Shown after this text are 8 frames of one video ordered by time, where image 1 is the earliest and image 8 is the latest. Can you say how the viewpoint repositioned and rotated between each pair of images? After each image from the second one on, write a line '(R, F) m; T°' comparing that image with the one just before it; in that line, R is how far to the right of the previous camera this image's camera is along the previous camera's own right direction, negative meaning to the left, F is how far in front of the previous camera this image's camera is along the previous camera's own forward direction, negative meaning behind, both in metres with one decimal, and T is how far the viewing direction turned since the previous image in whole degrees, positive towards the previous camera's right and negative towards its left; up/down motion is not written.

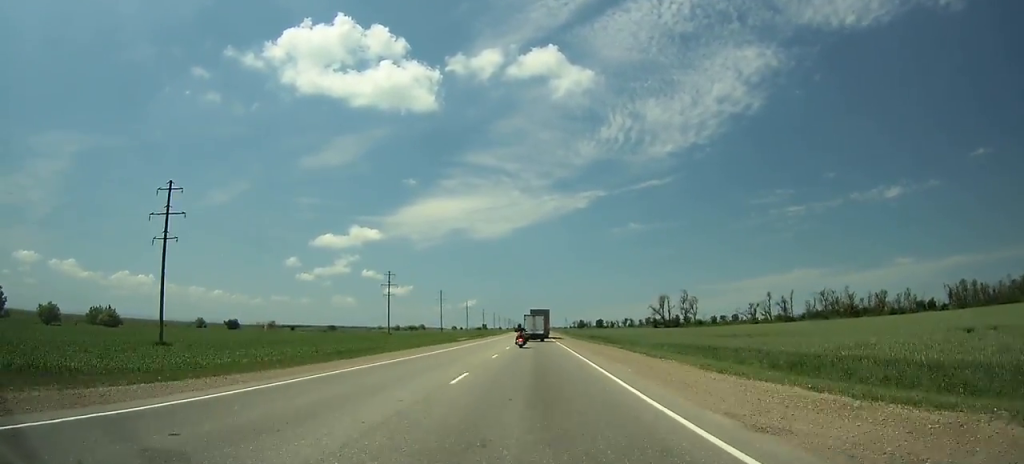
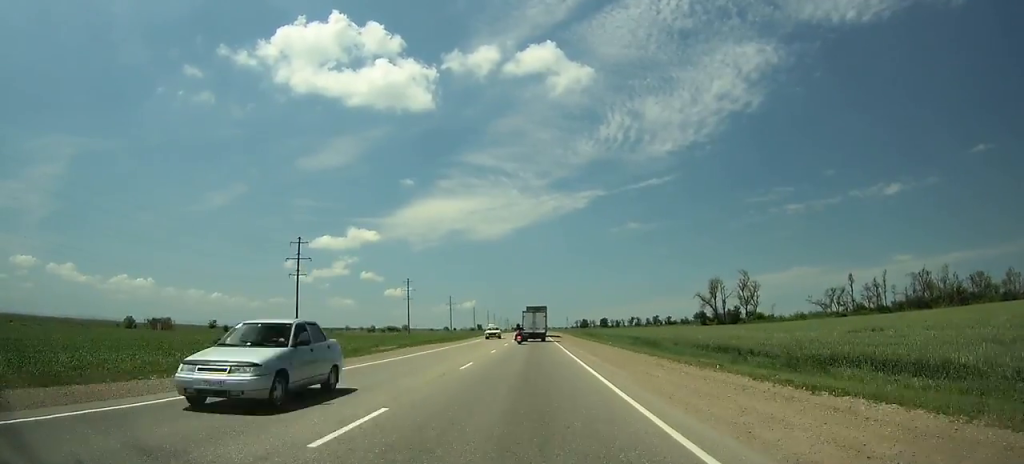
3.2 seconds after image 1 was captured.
(-0.1, +66.5) m; 0°
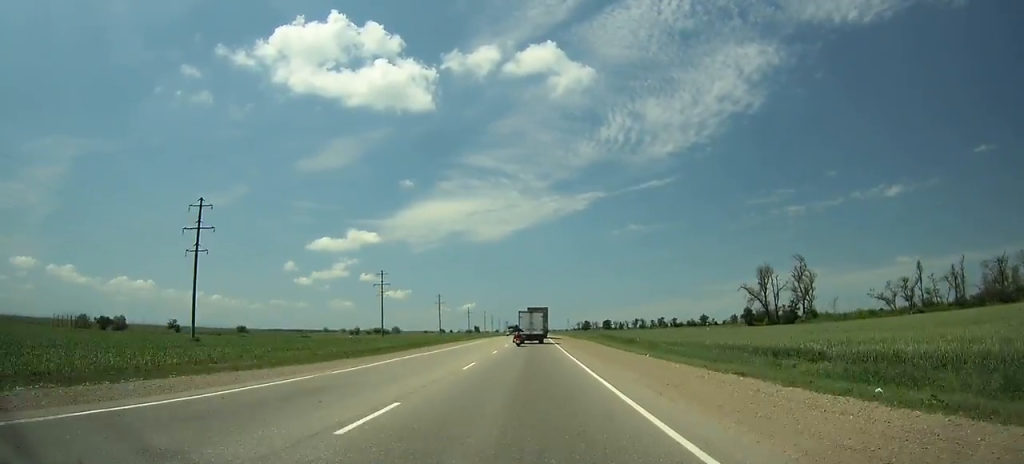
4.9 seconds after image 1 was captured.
(0.0, +35.1) m; 0°
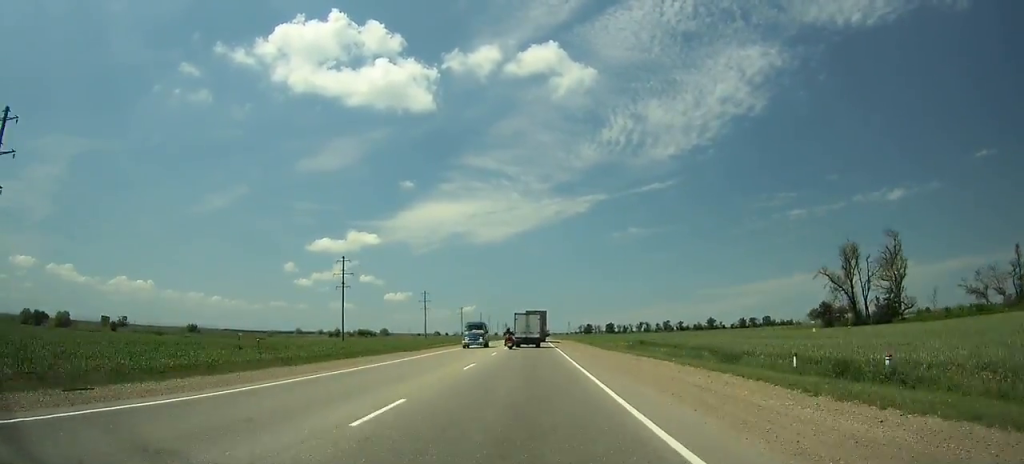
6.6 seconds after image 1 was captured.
(+0.1, +34.8) m; 0°
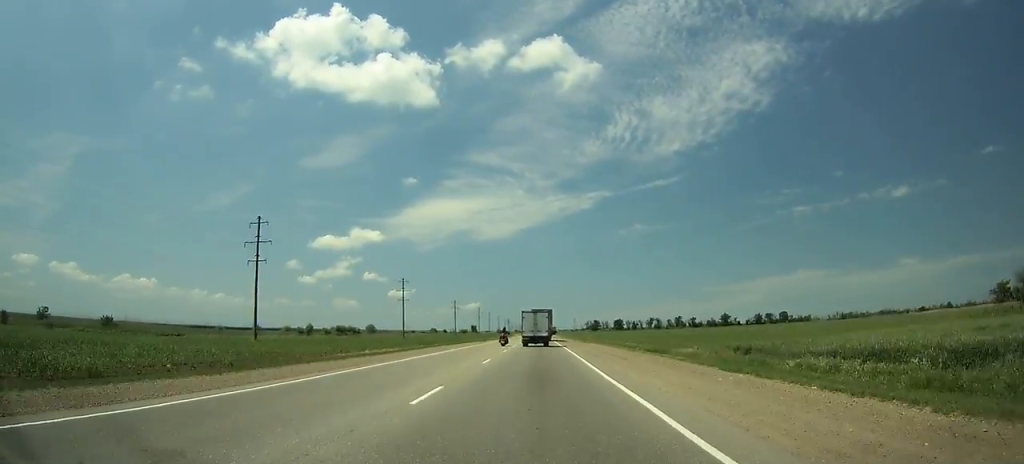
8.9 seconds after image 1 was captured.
(+0.1, +46.8) m; 0°
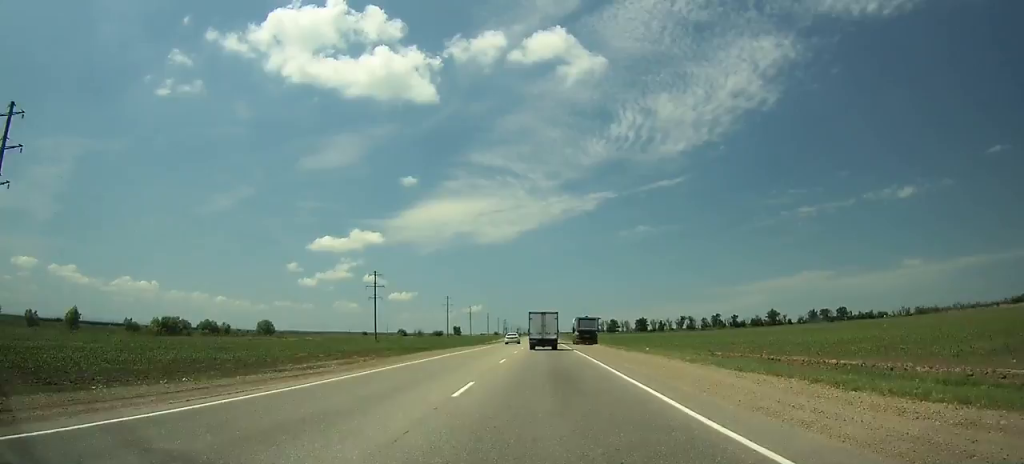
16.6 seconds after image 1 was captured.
(-1.3, +154.7) m; -1°
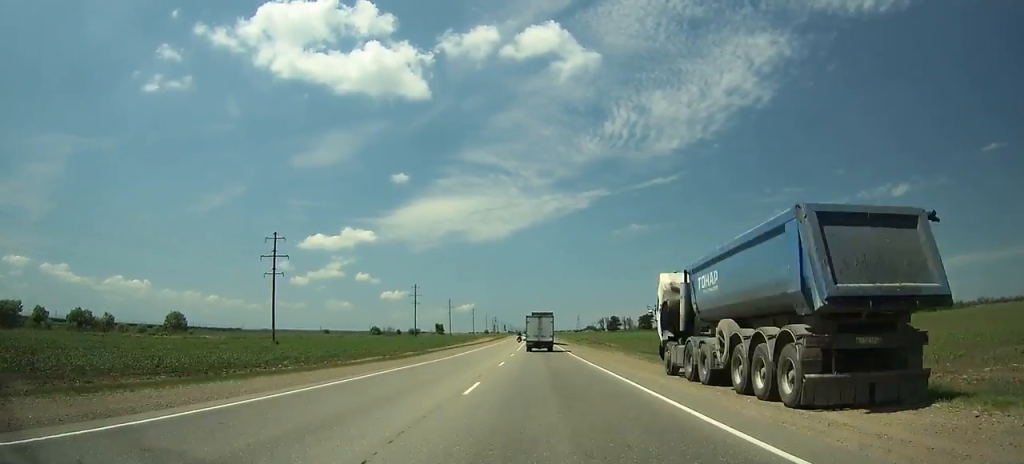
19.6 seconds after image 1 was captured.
(+0.3, +61.1) m; 0°
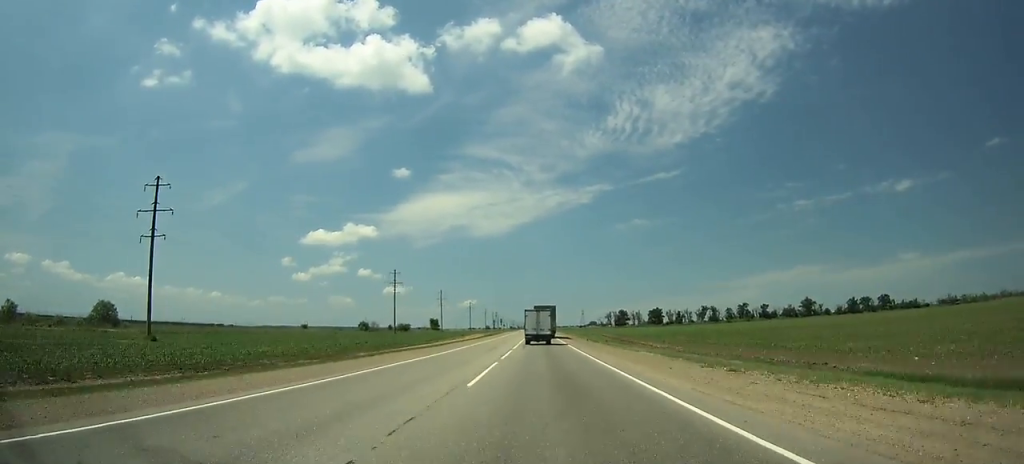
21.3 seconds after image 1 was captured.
(+0.1, +35.3) m; 0°
